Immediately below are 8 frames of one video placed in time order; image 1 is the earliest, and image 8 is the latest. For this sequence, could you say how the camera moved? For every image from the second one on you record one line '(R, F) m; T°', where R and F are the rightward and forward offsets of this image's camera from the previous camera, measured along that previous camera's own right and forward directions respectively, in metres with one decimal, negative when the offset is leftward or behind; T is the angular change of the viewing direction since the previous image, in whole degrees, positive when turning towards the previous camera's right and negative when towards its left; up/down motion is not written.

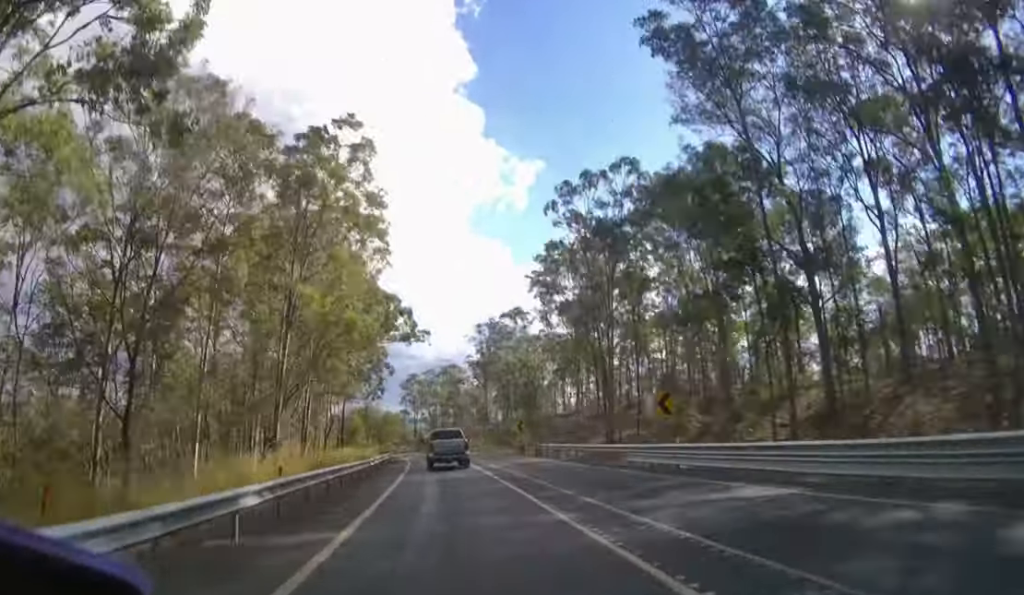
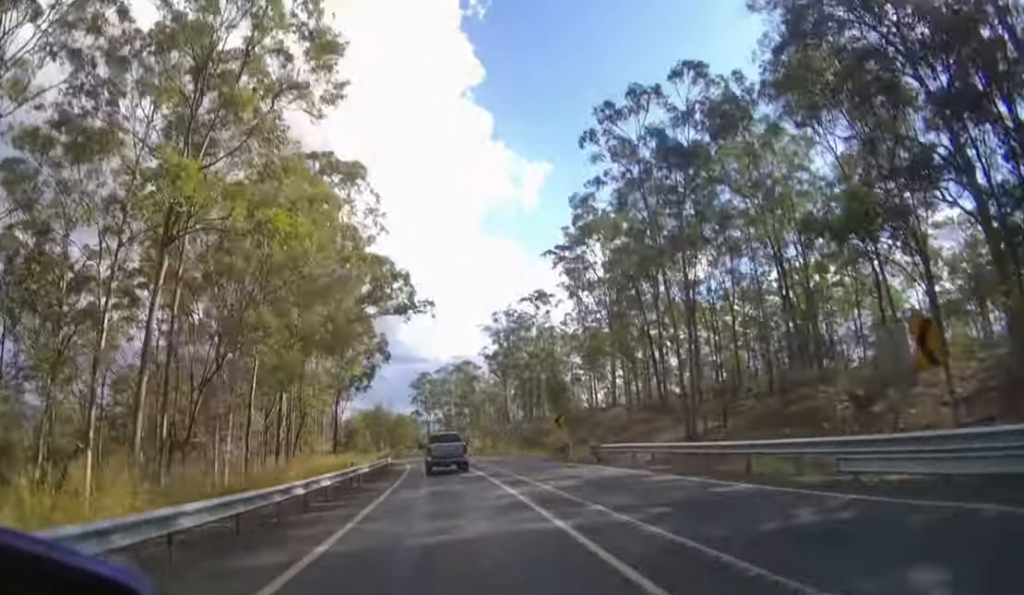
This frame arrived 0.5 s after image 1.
(-0.2, +10.7) m; -2°
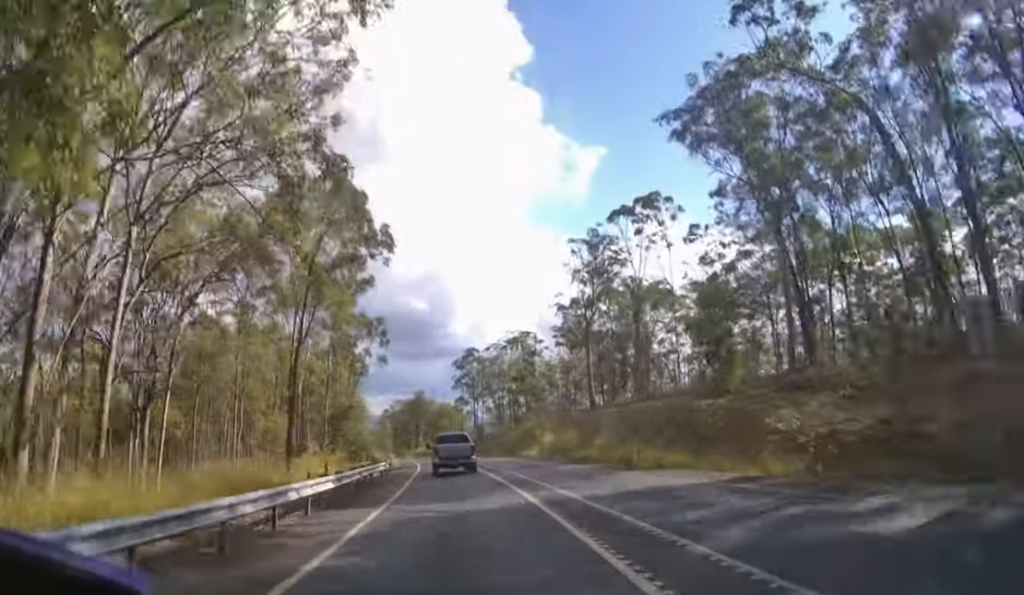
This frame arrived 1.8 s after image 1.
(-0.8, +23.2) m; -4°
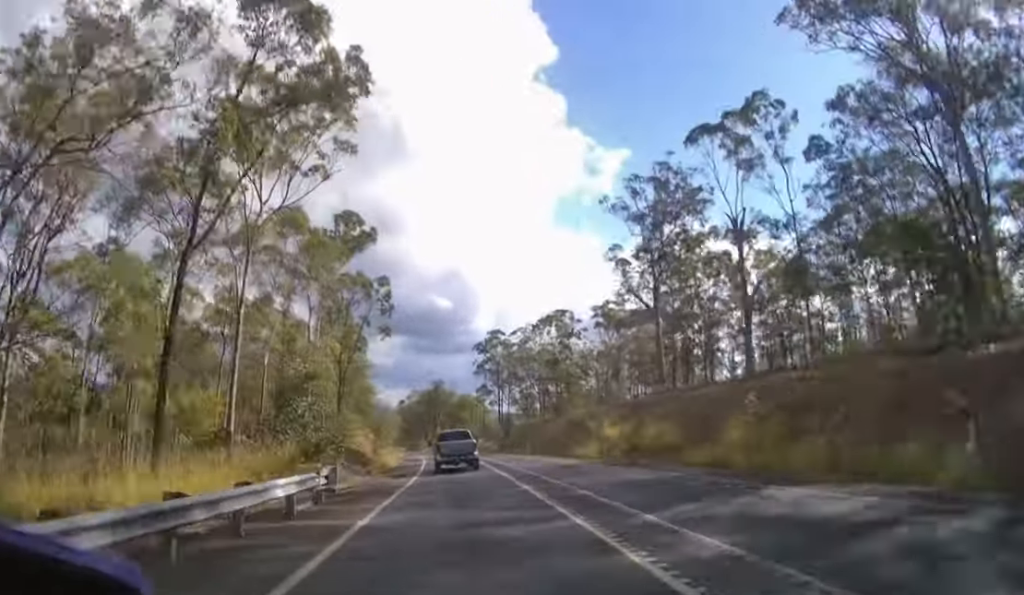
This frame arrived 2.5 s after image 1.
(-0.3, +12.9) m; -2°
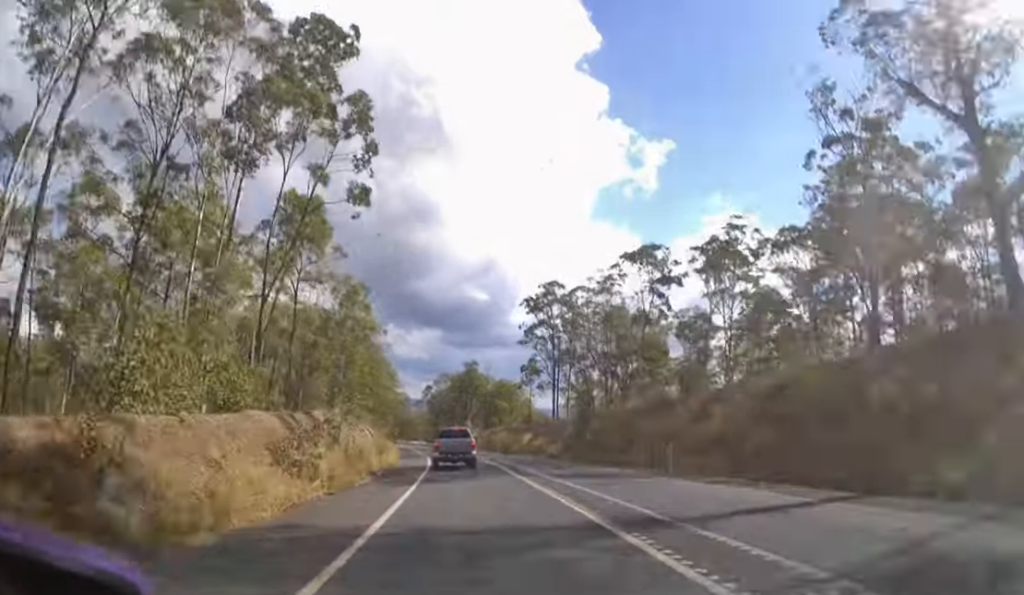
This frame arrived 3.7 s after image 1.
(-0.7, +25.1) m; -4°
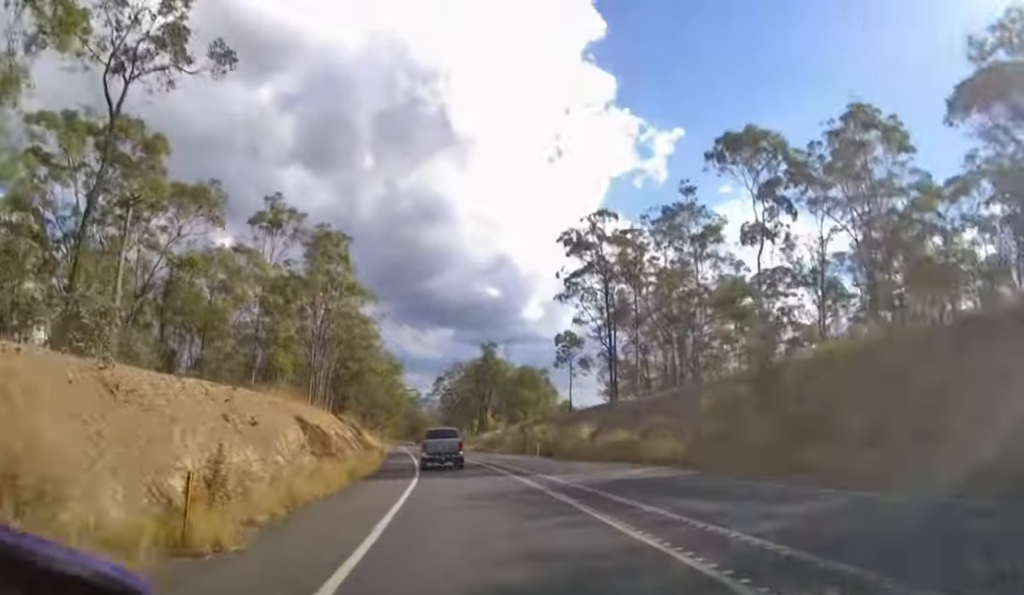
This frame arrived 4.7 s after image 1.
(-0.7, +22.5) m; -3°
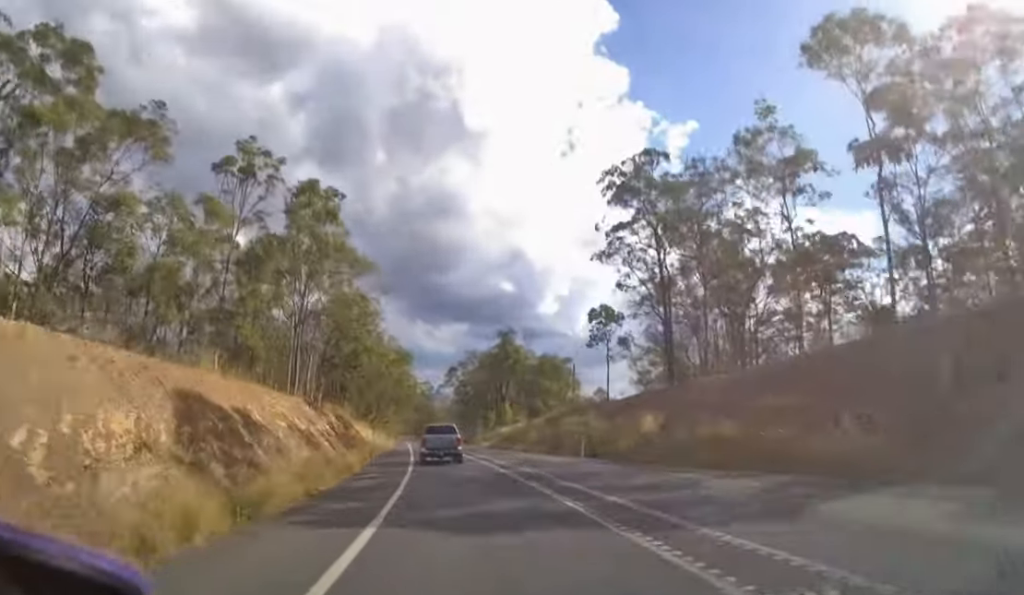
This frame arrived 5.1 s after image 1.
(-0.2, +12.0) m; -1°
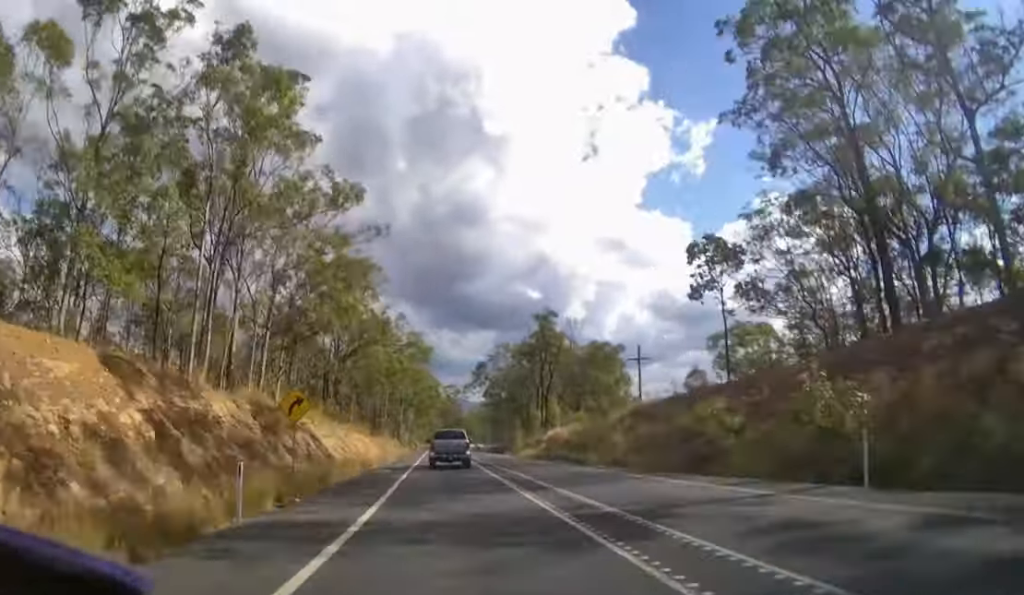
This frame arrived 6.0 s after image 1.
(-0.4, +22.1) m; -3°
